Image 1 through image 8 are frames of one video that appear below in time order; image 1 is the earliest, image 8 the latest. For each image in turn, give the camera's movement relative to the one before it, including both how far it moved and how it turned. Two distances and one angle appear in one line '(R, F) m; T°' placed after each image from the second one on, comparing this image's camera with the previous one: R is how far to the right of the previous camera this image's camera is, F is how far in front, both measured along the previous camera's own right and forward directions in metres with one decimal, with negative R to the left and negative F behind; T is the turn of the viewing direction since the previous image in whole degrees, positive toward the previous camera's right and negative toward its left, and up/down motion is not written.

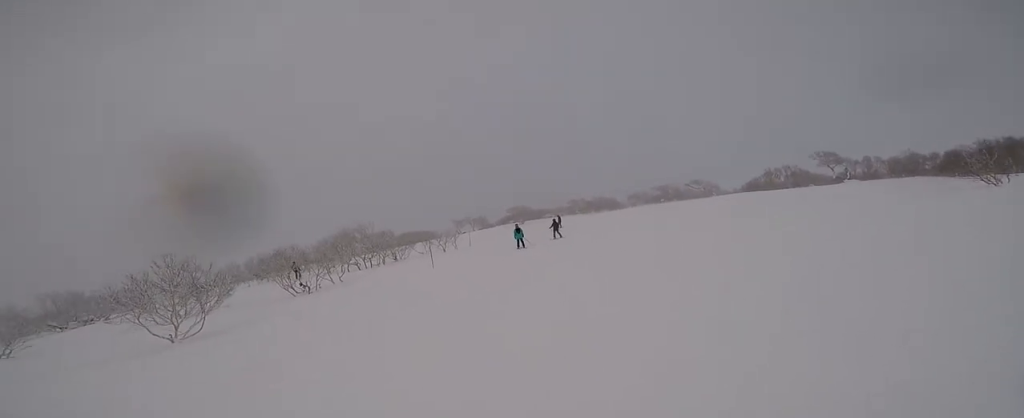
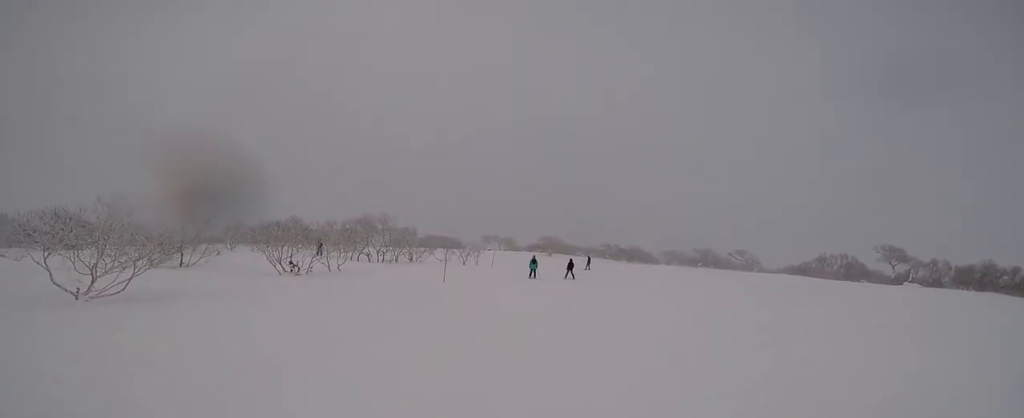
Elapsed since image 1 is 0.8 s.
(-0.4, +3.4) m; 0°
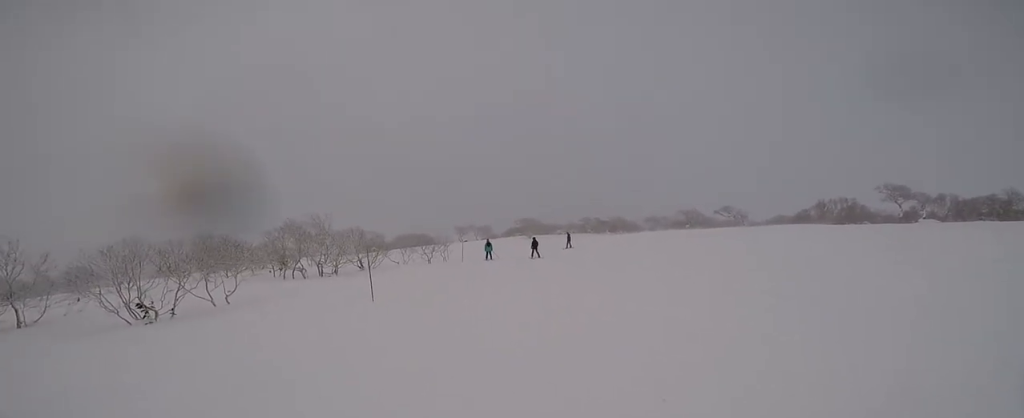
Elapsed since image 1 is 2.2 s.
(+0.3, +6.1) m; -8°
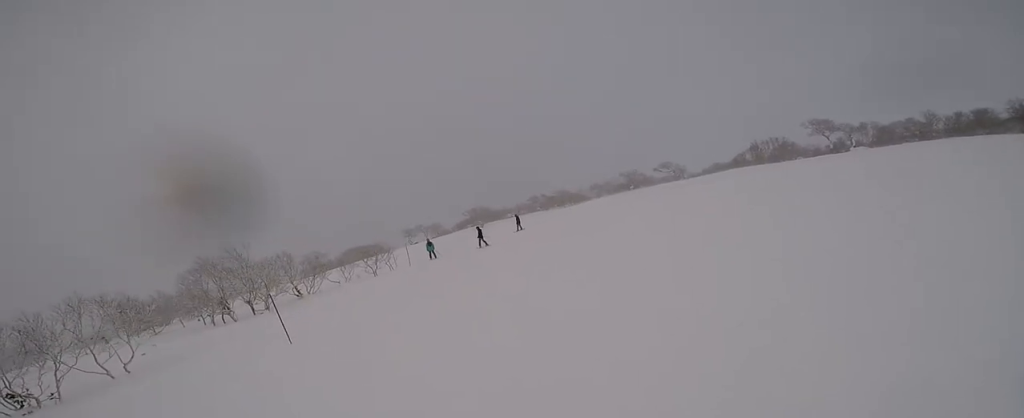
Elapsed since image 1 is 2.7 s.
(0.0, +2.1) m; -8°
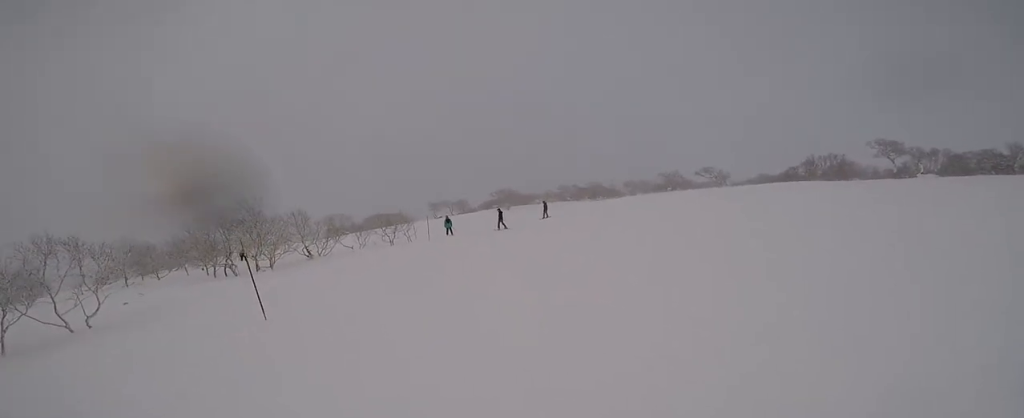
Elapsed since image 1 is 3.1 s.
(-0.2, +1.5) m; +3°
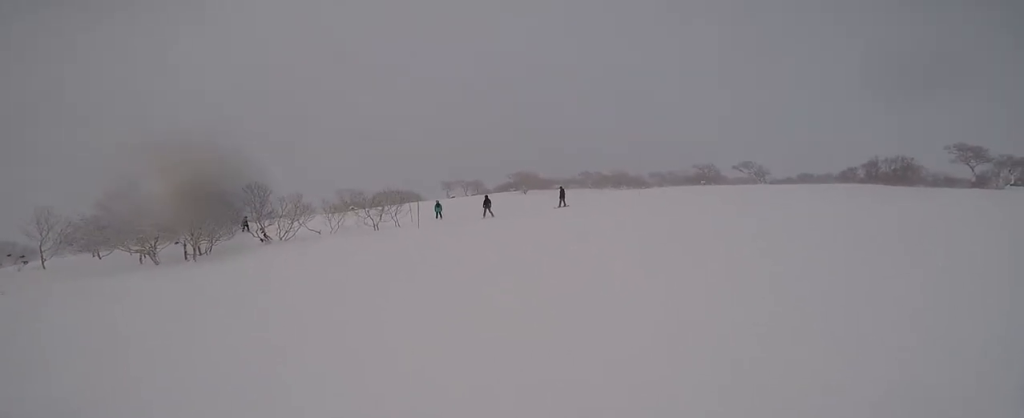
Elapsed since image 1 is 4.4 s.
(+0.5, +4.7) m; +10°
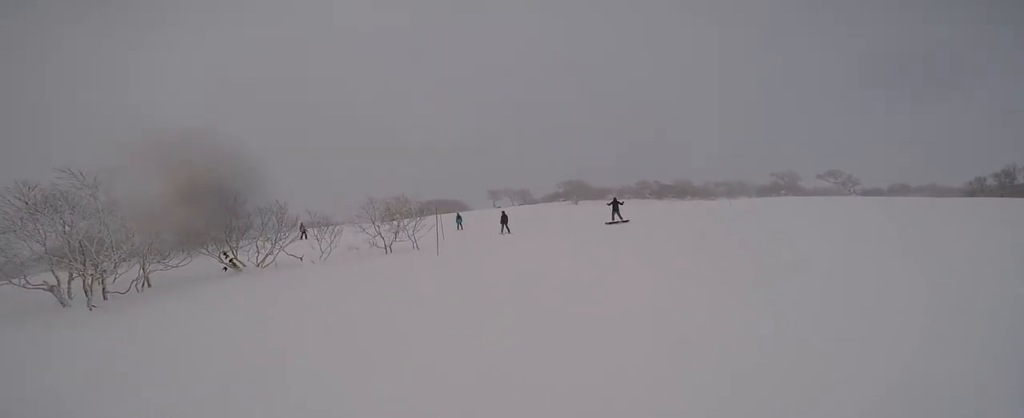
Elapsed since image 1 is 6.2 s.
(-0.8, +6.6) m; -9°
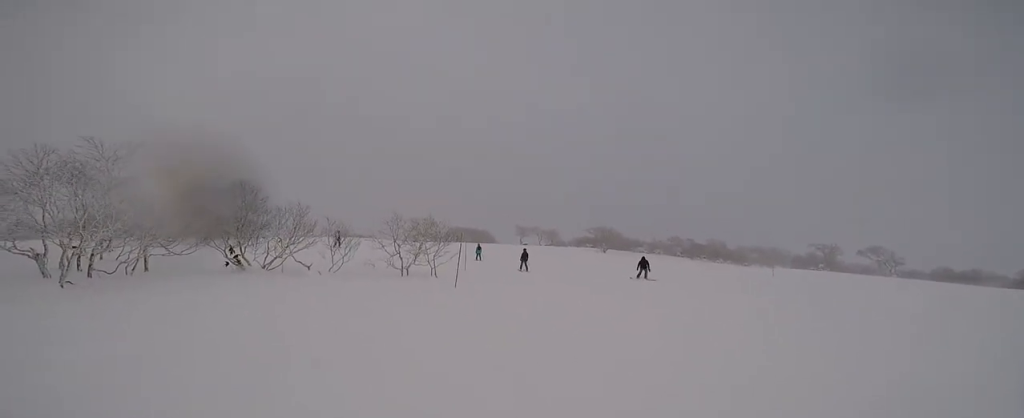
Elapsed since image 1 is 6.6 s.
(-0.4, +1.3) m; +4°
